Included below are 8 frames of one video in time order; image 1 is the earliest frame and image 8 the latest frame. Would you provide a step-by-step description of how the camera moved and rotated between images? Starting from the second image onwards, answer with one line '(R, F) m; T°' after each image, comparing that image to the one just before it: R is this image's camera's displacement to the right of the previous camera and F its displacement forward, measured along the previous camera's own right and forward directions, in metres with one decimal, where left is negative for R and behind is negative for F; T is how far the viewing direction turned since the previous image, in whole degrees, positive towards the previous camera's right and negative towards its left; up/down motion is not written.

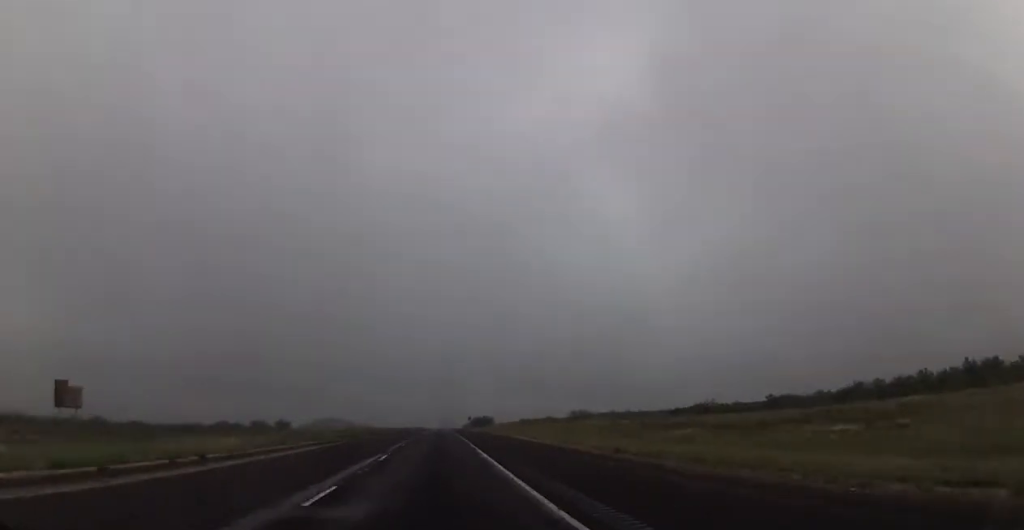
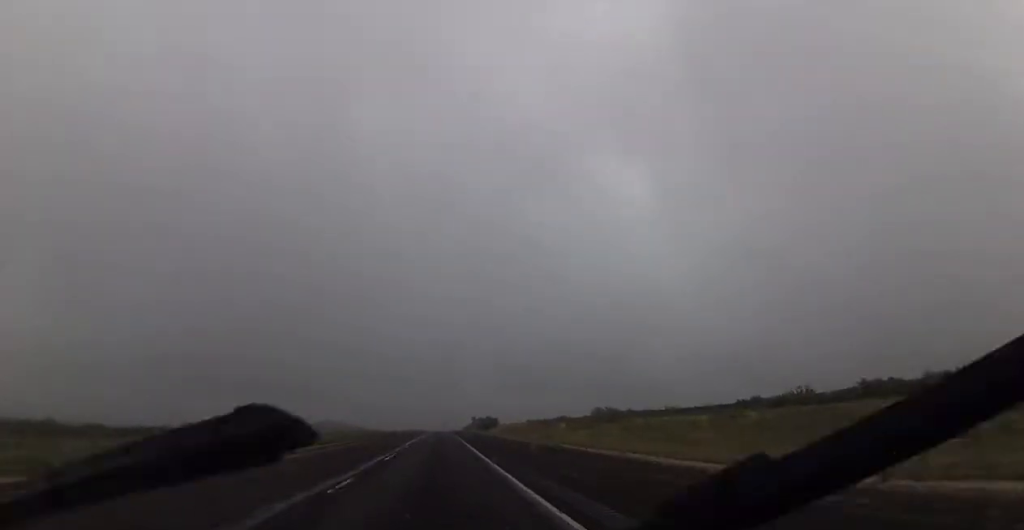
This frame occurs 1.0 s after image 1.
(+0.4, +34.5) m; 0°
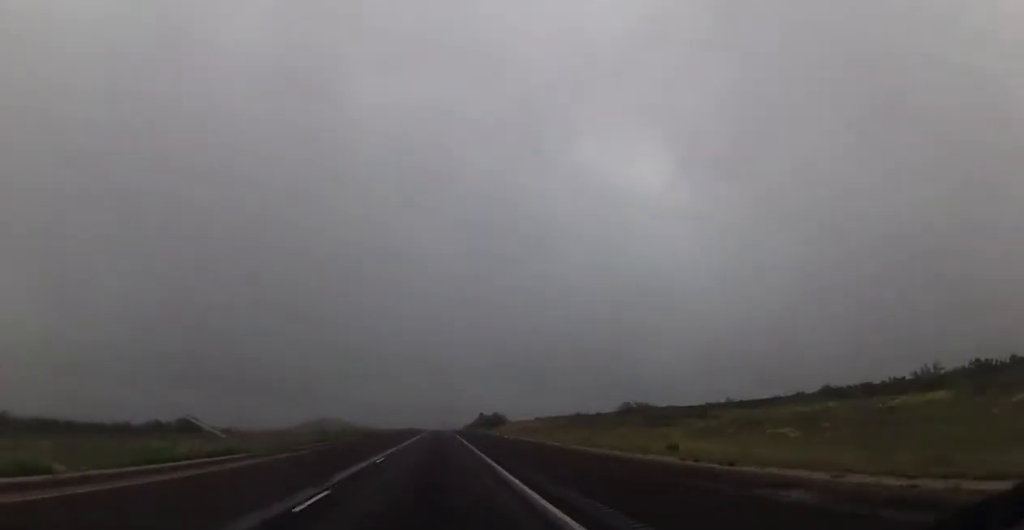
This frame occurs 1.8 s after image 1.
(-0.2, +27.7) m; 0°
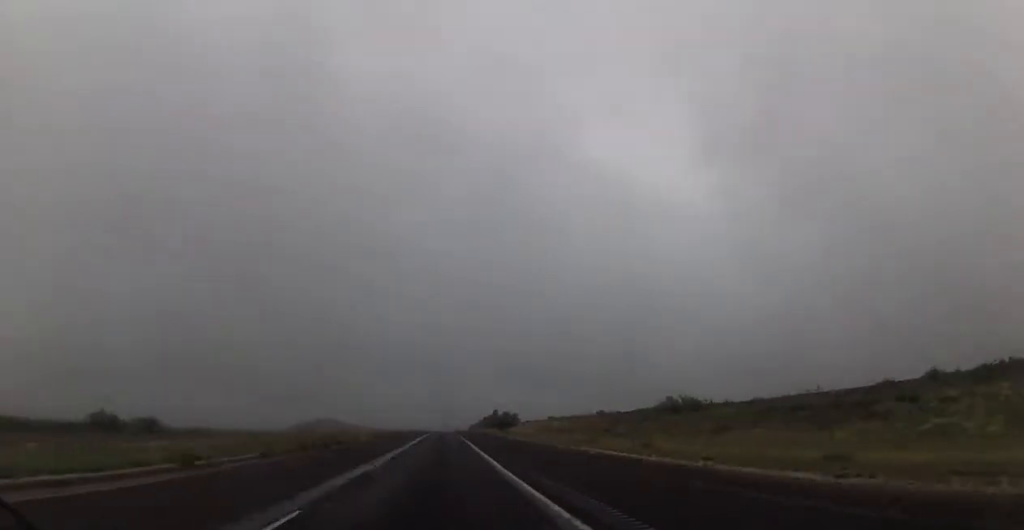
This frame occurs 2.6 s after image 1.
(-0.1, +27.6) m; 0°
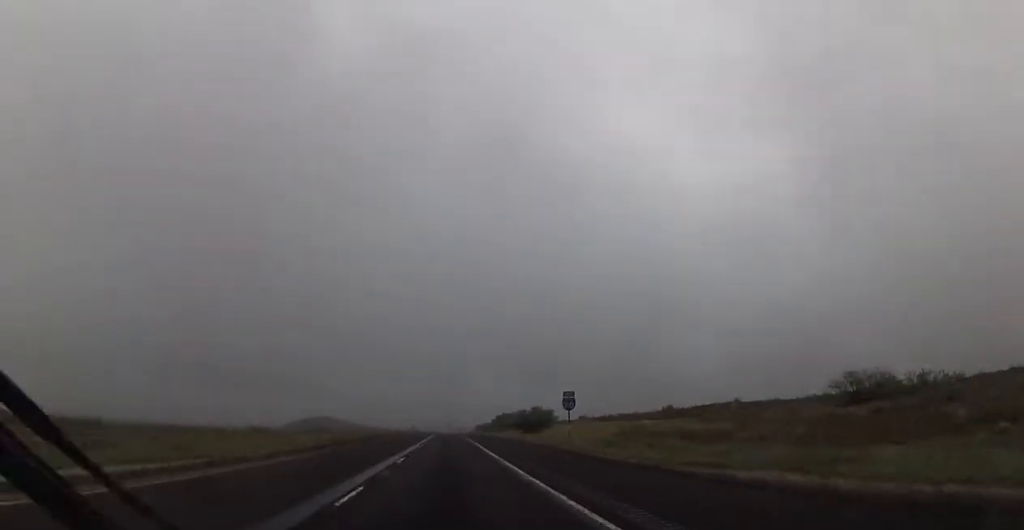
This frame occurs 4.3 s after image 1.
(+0.4, +57.7) m; 0°
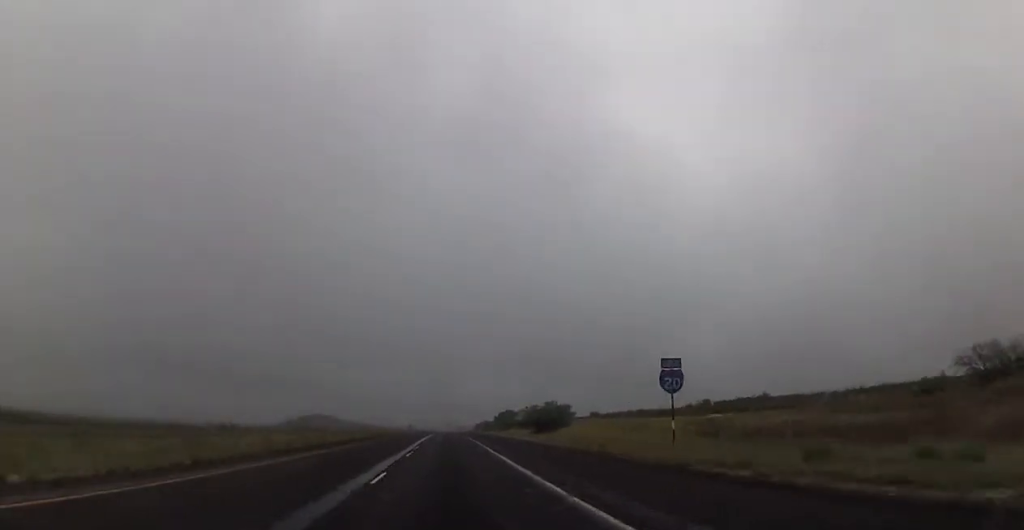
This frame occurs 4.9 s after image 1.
(-0.2, +20.9) m; 0°
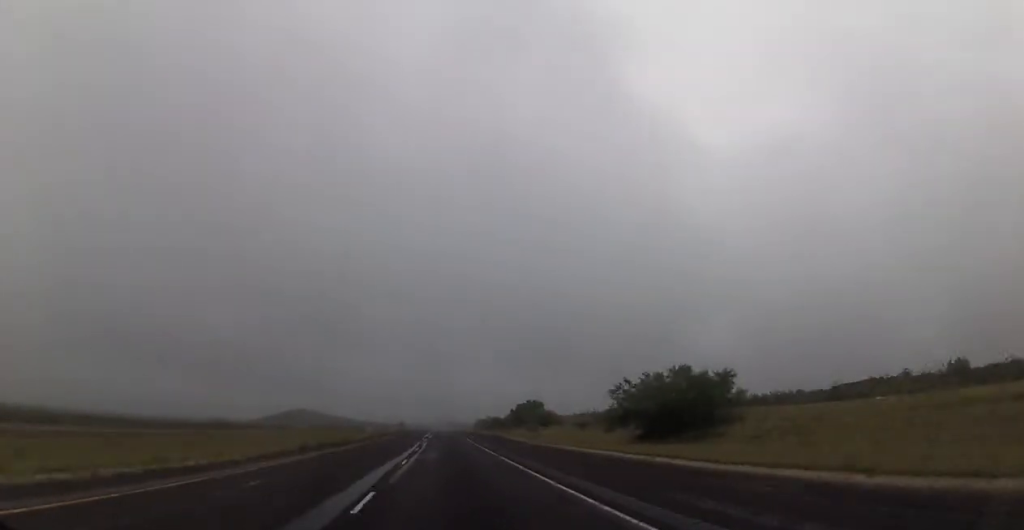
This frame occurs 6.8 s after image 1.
(0.0, +66.4) m; 0°
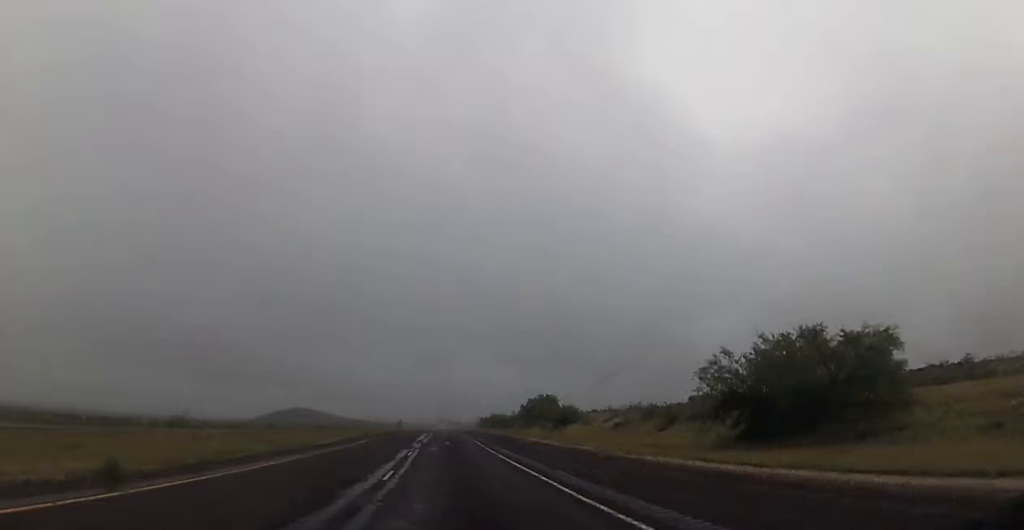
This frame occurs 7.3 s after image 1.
(-0.1, +18.7) m; 0°
